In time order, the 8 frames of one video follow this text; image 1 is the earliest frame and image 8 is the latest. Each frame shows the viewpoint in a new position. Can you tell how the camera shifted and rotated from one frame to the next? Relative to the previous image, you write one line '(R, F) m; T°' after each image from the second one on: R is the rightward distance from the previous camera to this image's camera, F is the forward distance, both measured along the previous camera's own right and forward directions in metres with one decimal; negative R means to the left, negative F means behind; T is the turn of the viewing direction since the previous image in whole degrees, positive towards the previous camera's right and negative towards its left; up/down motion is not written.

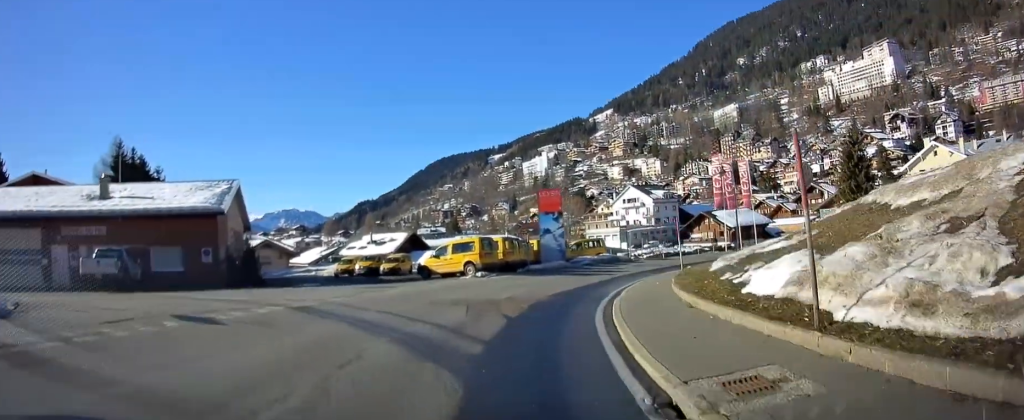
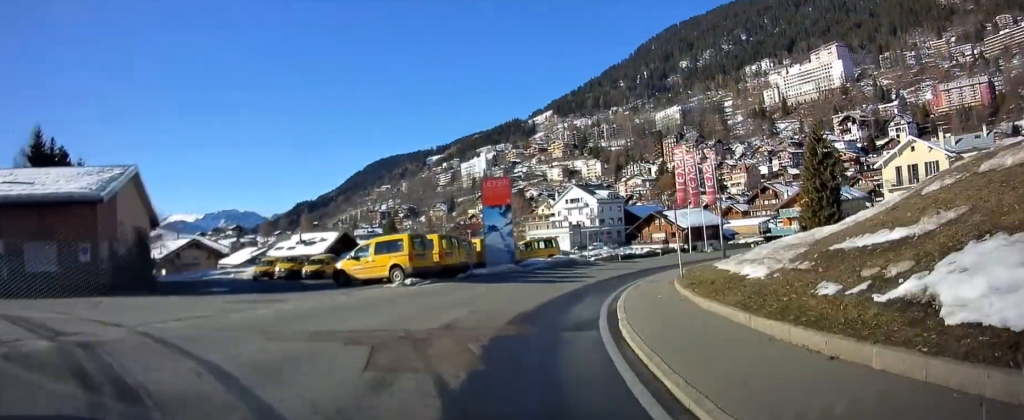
(0.0, +6.1) m; +5°
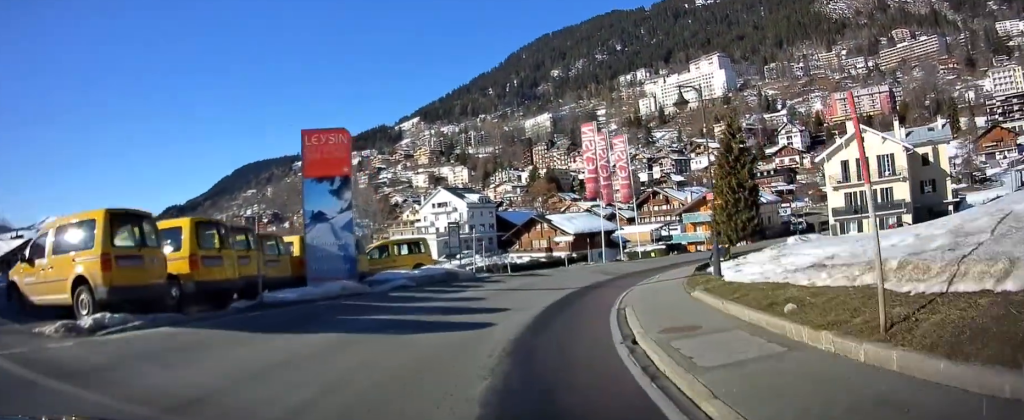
(+1.8, +13.0) m; +14°
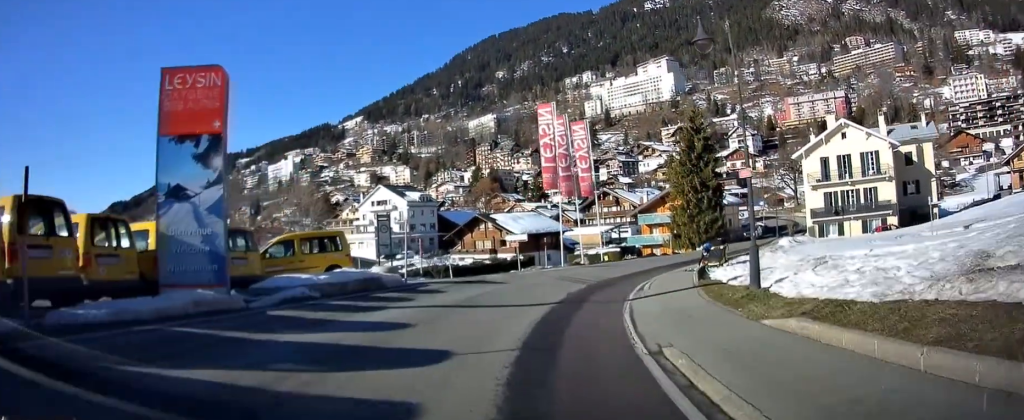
(+0.2, +6.1) m; +5°
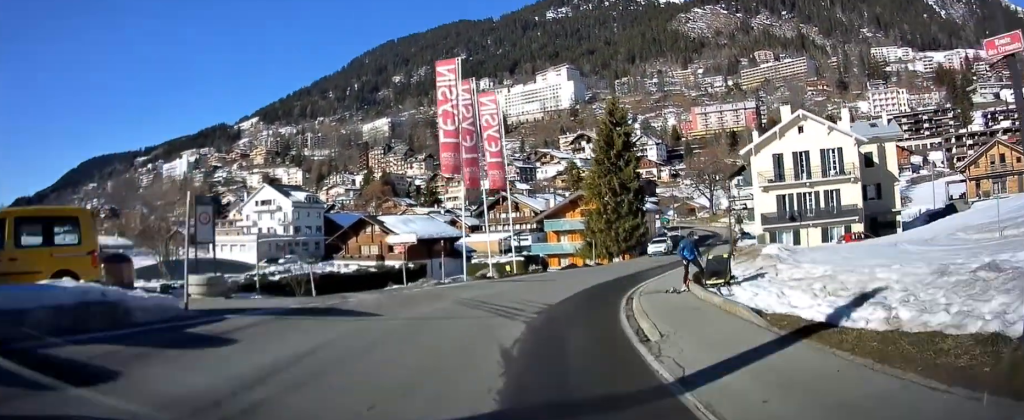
(+0.4, +9.4) m; +12°
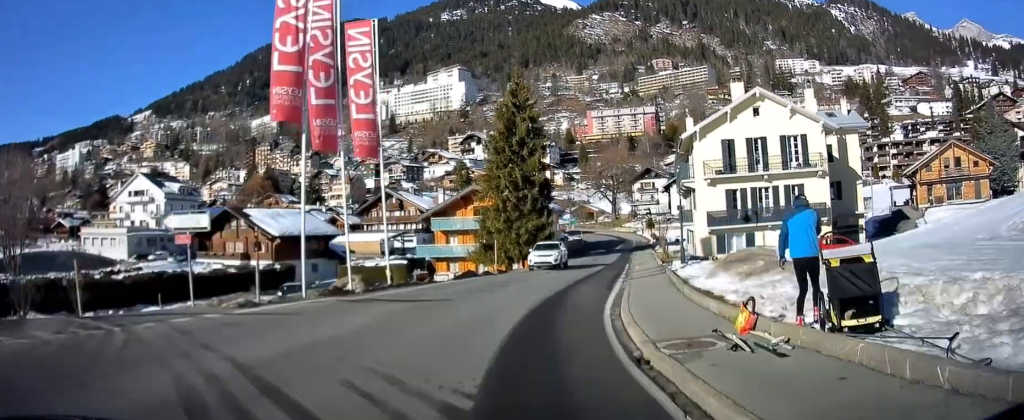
(+1.6, +9.8) m; +10°
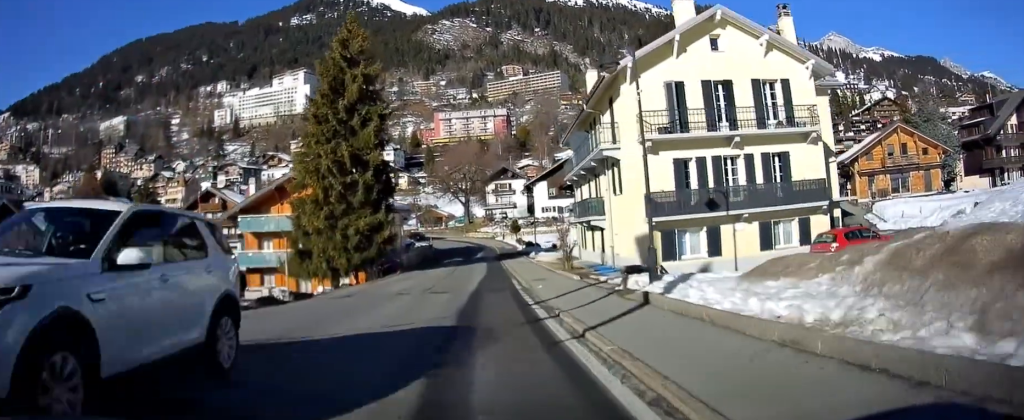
(+1.0, +14.8) m; +9°
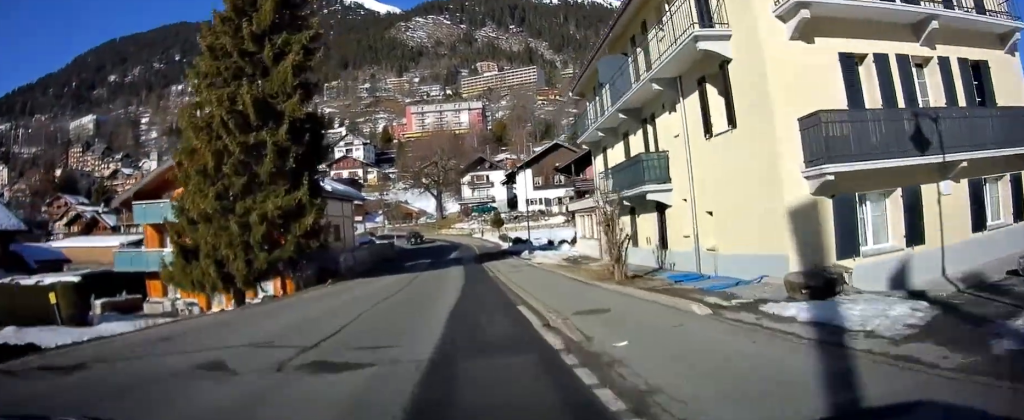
(+0.7, +13.0) m; +5°
